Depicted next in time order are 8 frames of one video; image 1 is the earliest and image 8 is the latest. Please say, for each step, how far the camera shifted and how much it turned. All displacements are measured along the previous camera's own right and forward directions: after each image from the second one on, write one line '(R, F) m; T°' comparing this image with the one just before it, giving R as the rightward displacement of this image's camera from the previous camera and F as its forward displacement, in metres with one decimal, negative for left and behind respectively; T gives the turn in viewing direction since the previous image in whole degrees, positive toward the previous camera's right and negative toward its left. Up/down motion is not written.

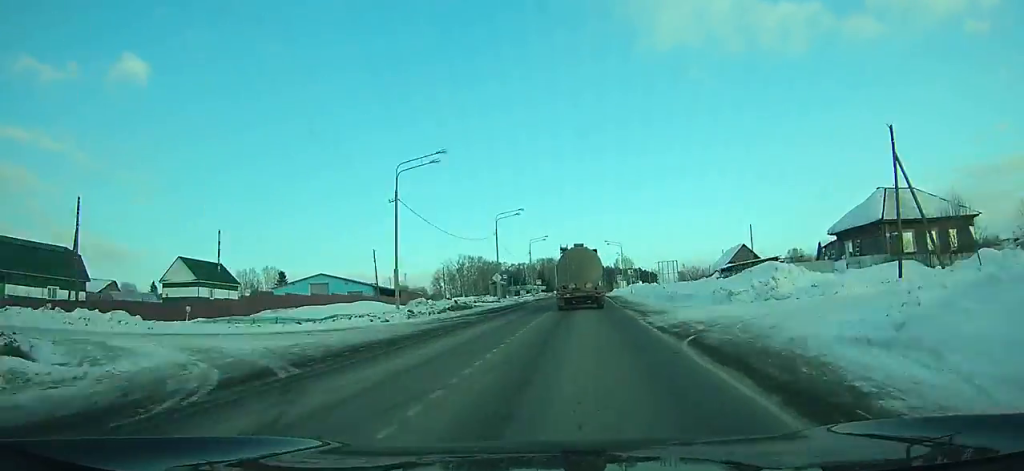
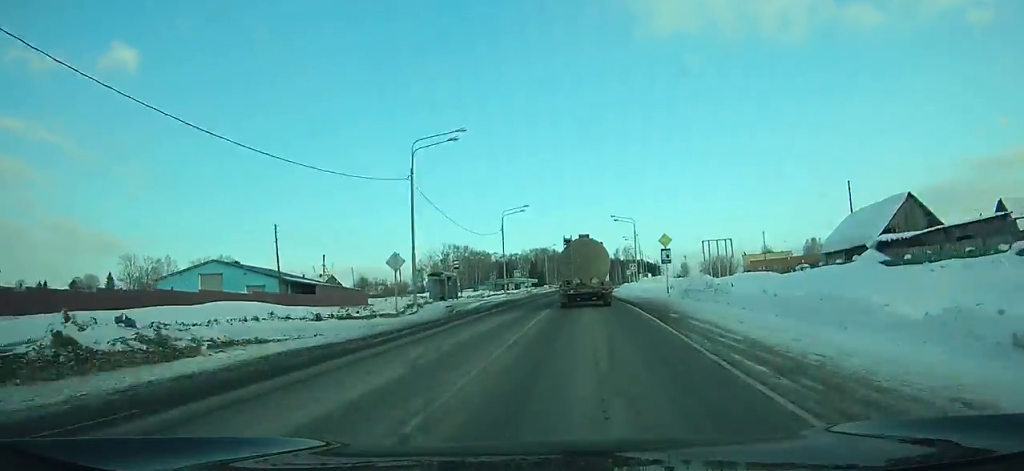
(-0.1, +32.6) m; +1°
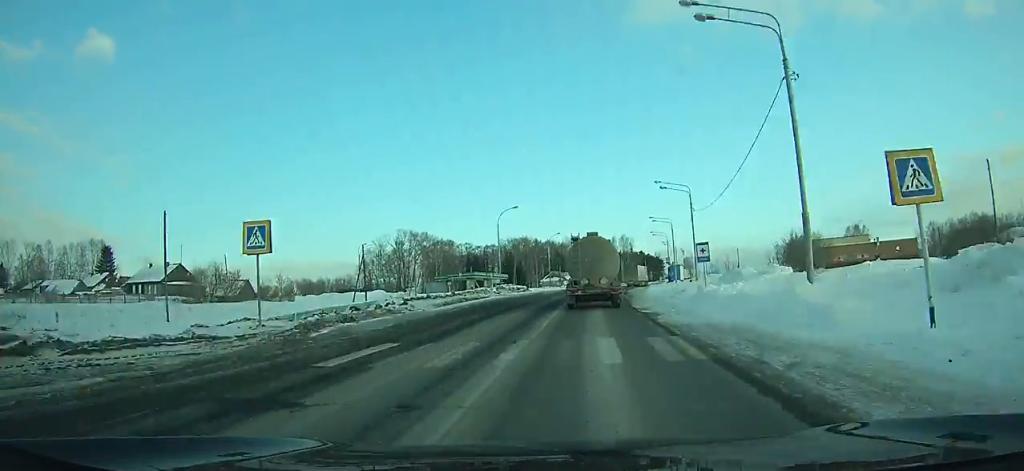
(+1.0, +64.0) m; +3°
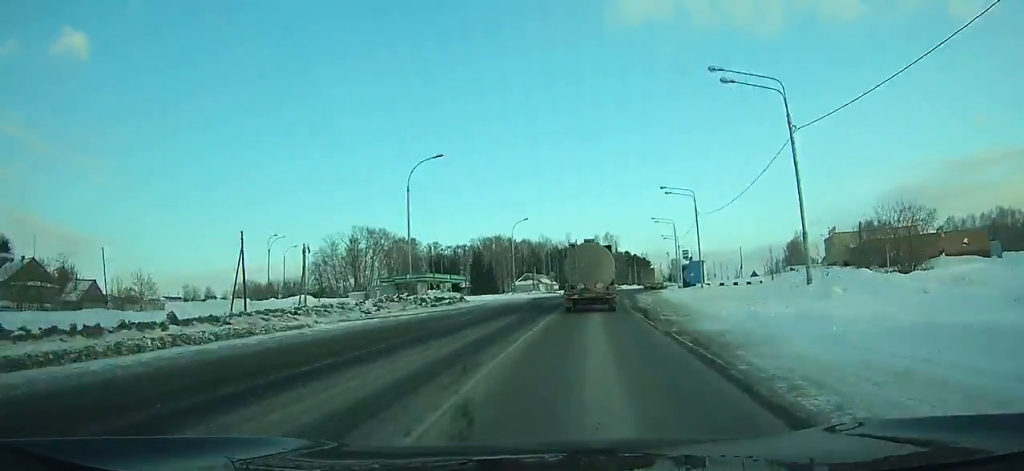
(+0.9, +31.4) m; +3°
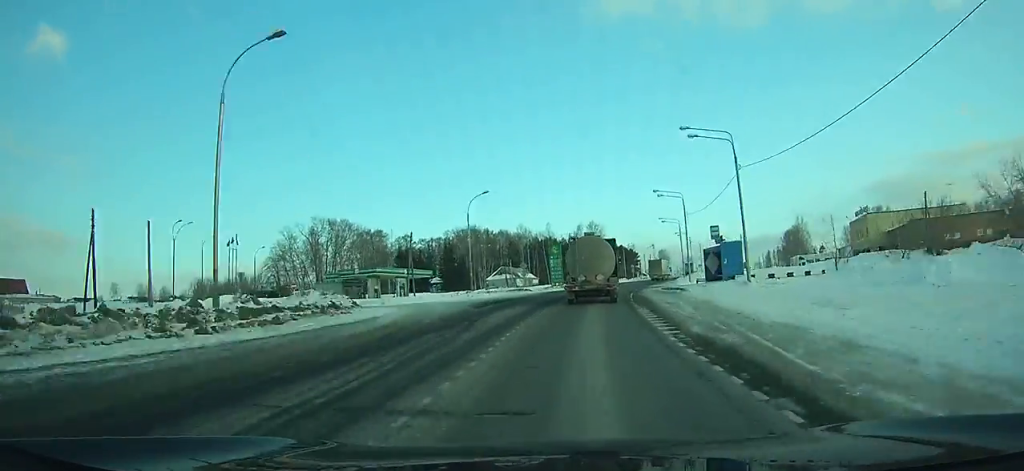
(-0.3, +21.0) m; +2°
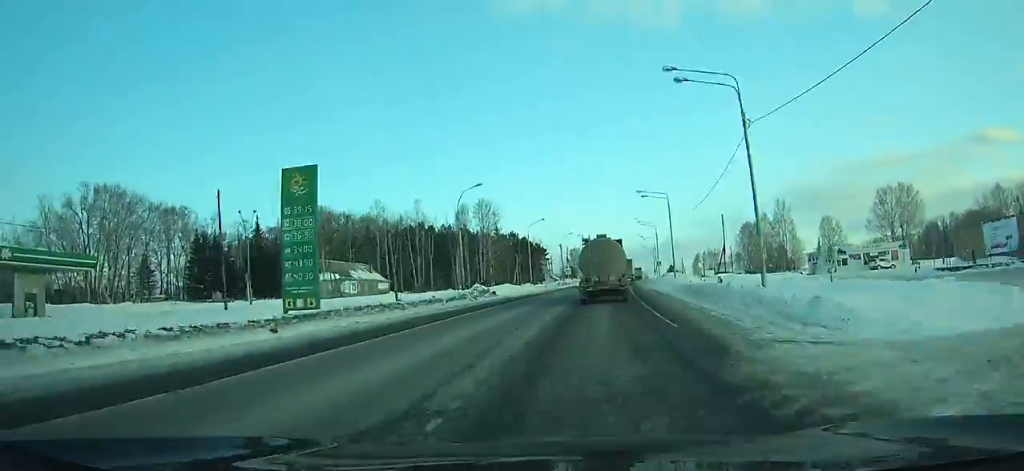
(+5.2, +69.4) m; +8°
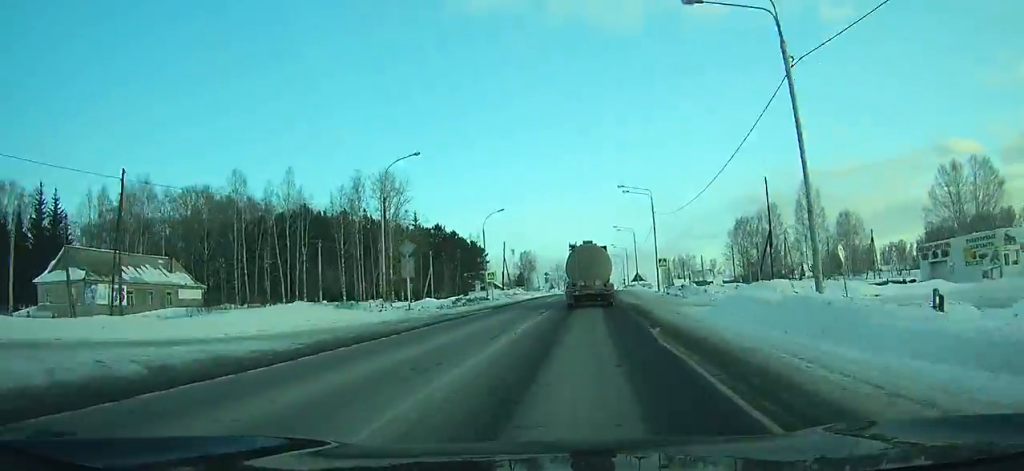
(+1.9, +46.0) m; +4°
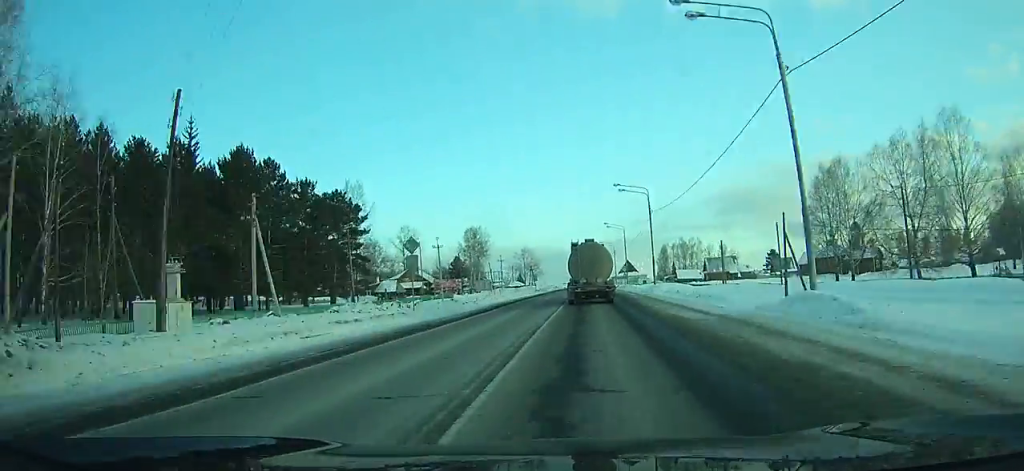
(+2.5, +73.7) m; +3°
